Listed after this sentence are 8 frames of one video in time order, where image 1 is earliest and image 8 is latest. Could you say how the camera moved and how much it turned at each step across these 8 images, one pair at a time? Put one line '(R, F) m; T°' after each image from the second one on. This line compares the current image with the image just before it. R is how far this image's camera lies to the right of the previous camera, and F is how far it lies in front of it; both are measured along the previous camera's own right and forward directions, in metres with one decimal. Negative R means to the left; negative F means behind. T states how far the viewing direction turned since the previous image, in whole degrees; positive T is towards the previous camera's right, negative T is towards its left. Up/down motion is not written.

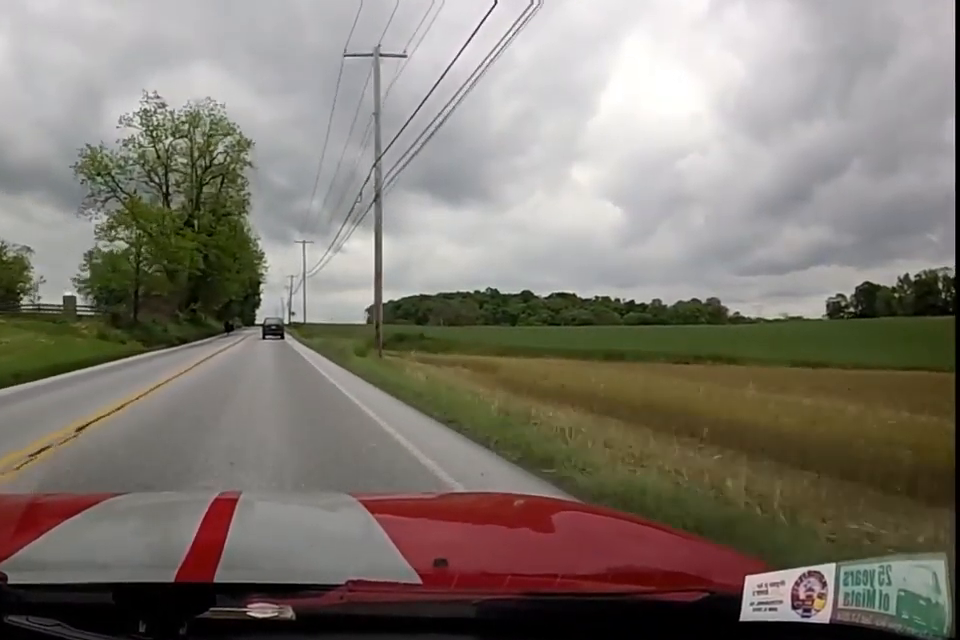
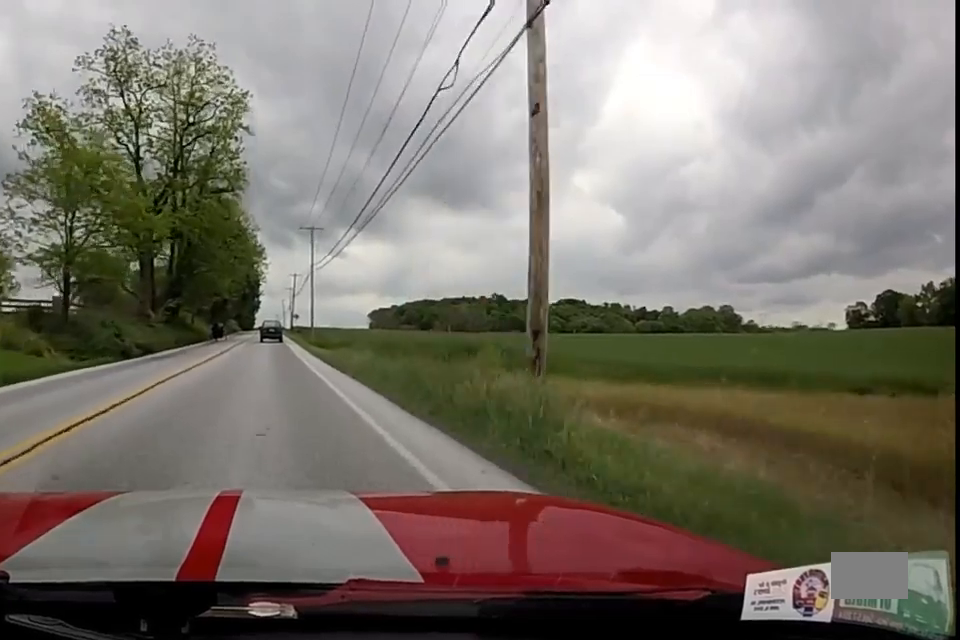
(+0.2, +13.6) m; -1°
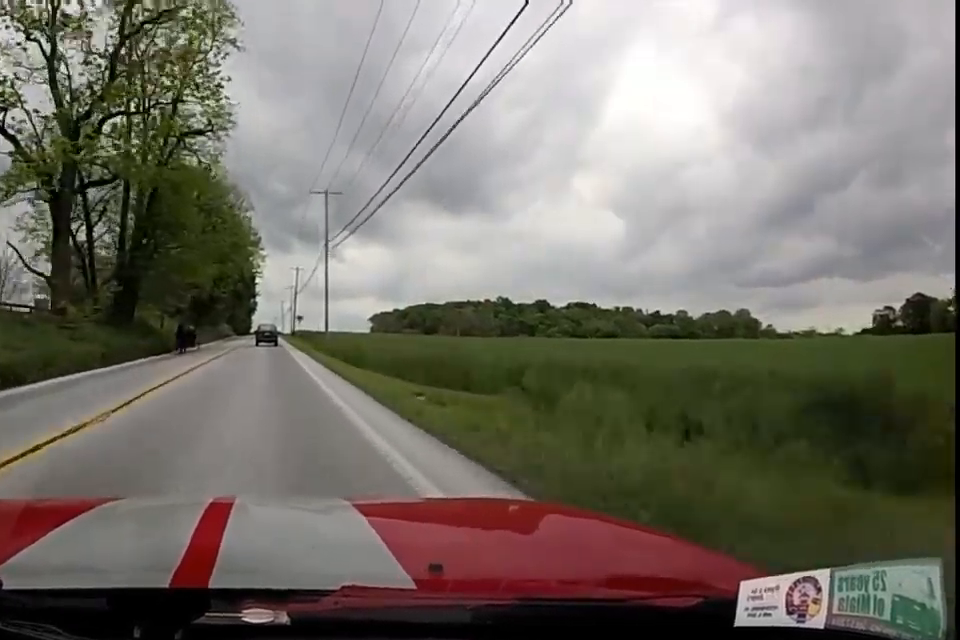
(-0.7, +17.6) m; +1°
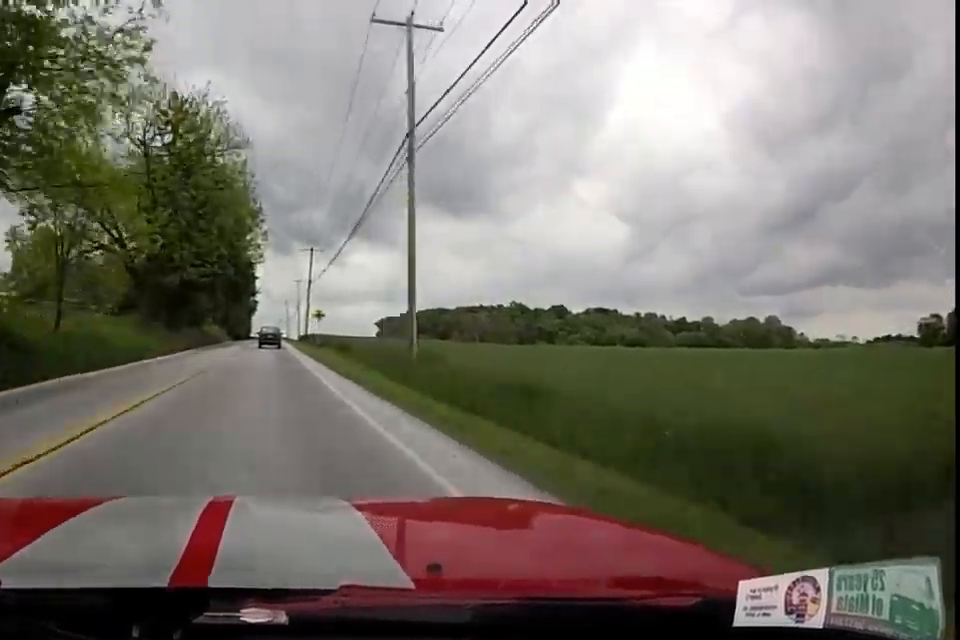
(+0.9, +24.8) m; 0°
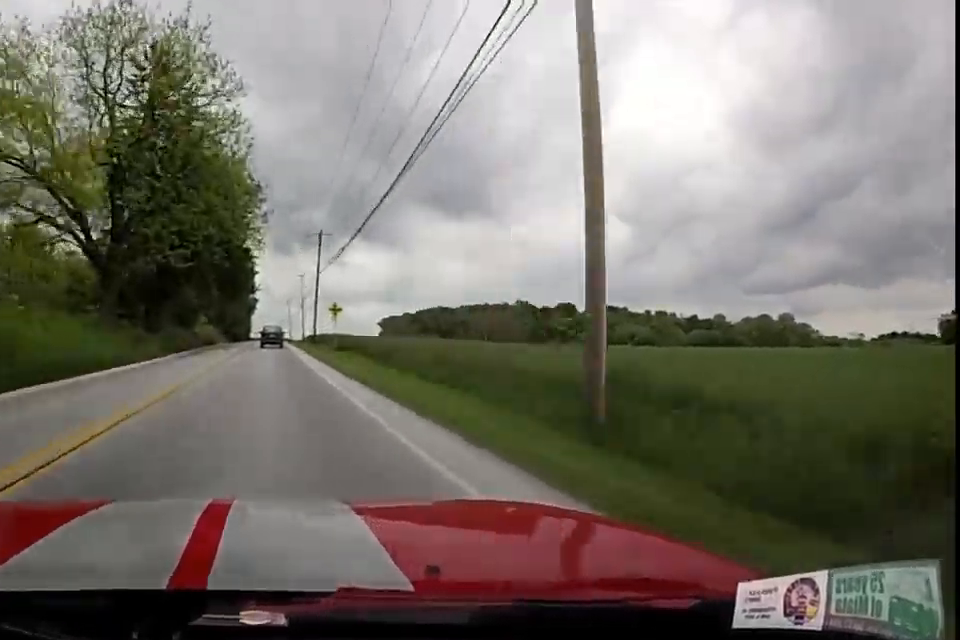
(-0.1, +10.4) m; 0°
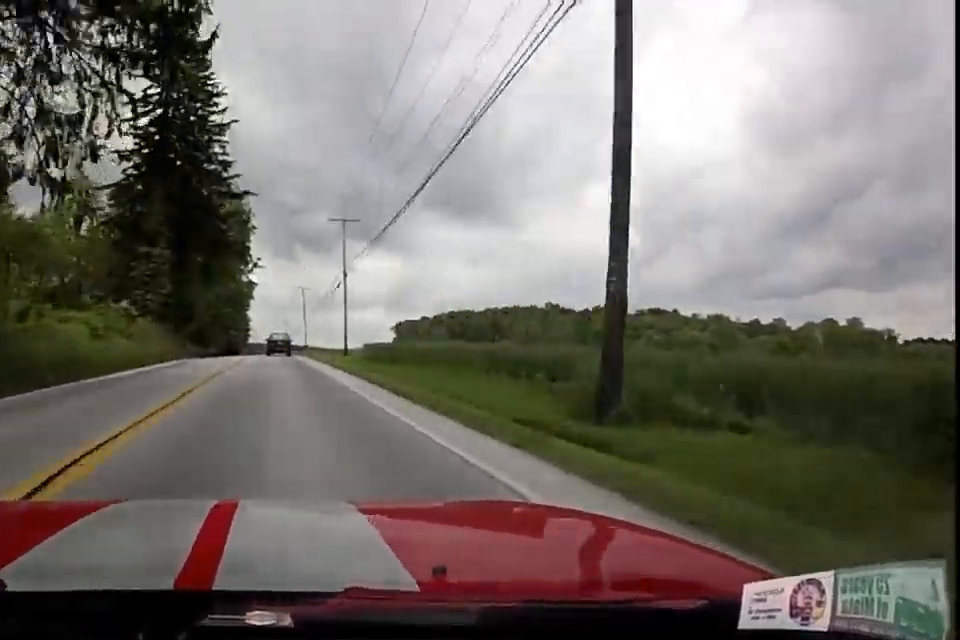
(+0.4, +46.7) m; +2°
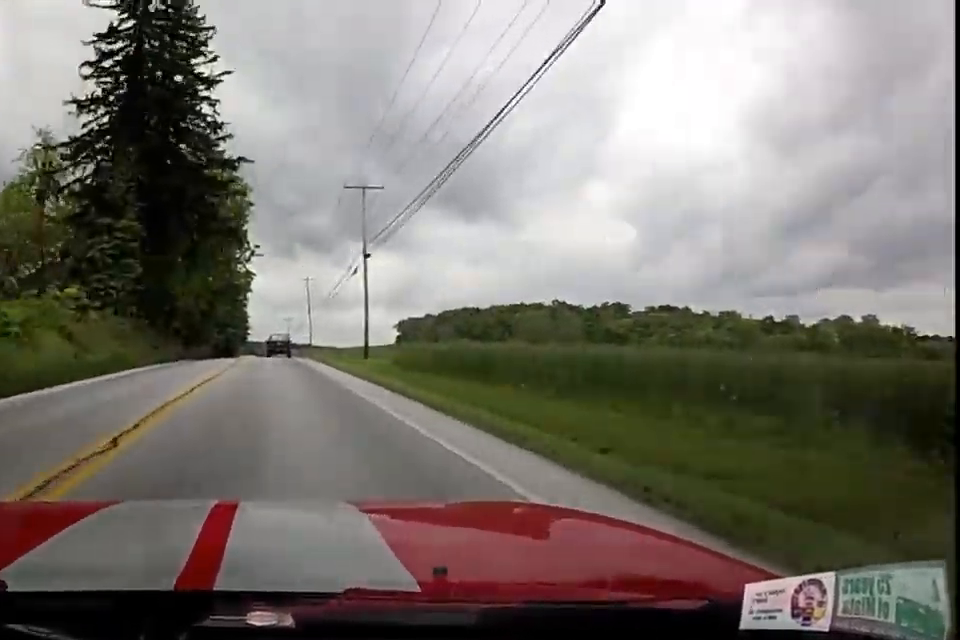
(-0.2, +9.4) m; 0°
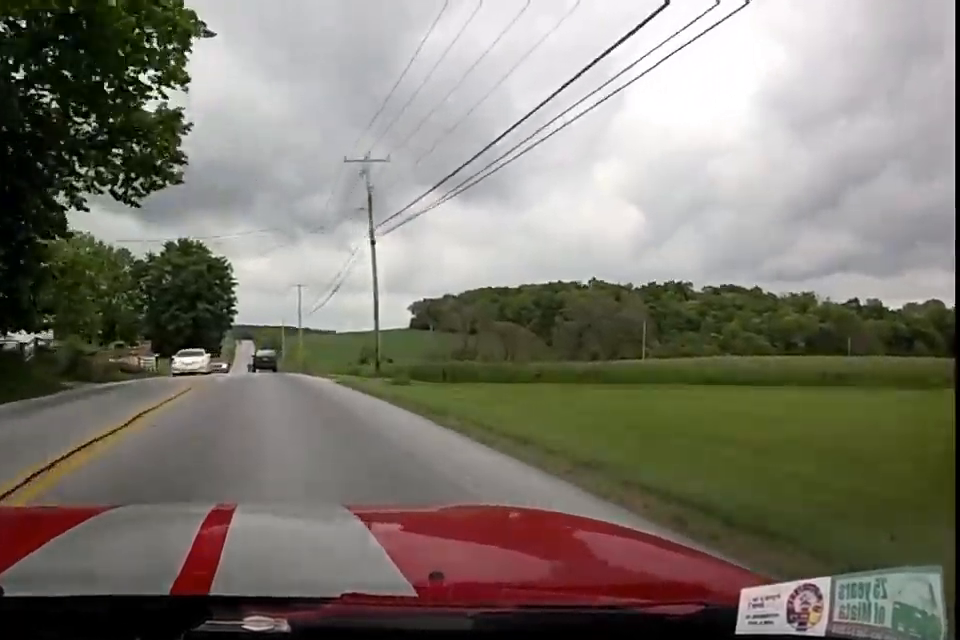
(-1.5, +51.0) m; -3°
